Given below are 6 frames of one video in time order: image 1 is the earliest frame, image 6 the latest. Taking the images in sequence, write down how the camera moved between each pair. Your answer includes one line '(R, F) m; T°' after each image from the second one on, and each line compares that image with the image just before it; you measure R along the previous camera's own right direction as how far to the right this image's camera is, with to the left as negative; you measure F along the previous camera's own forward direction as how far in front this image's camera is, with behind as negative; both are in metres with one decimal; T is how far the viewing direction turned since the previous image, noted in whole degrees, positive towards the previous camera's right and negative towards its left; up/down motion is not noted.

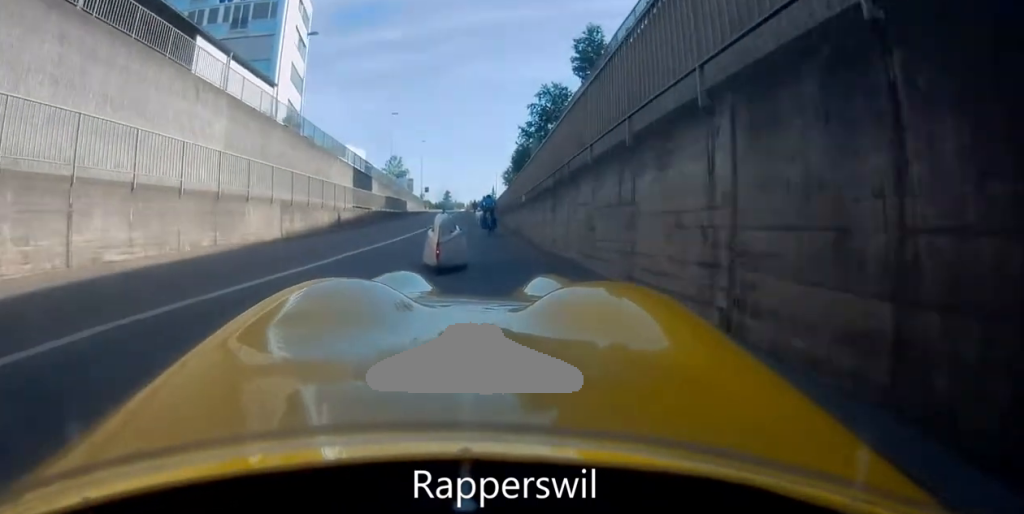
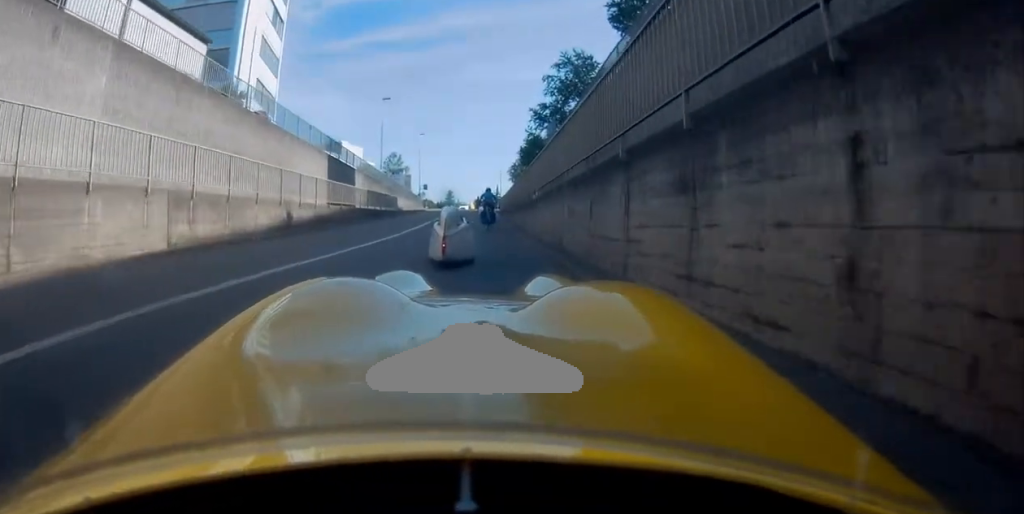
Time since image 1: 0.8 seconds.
(+0.2, +7.9) m; +1°
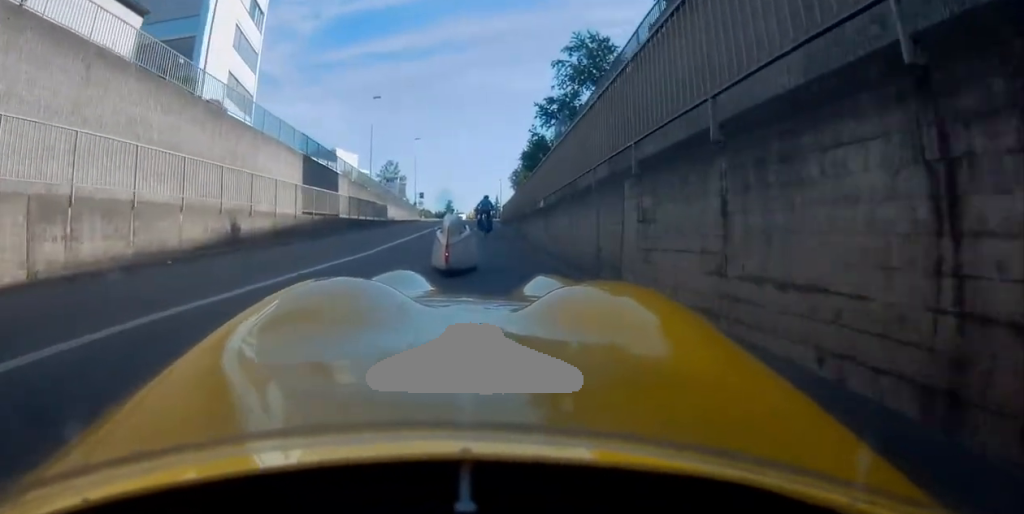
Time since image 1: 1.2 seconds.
(+0.1, +4.7) m; 0°
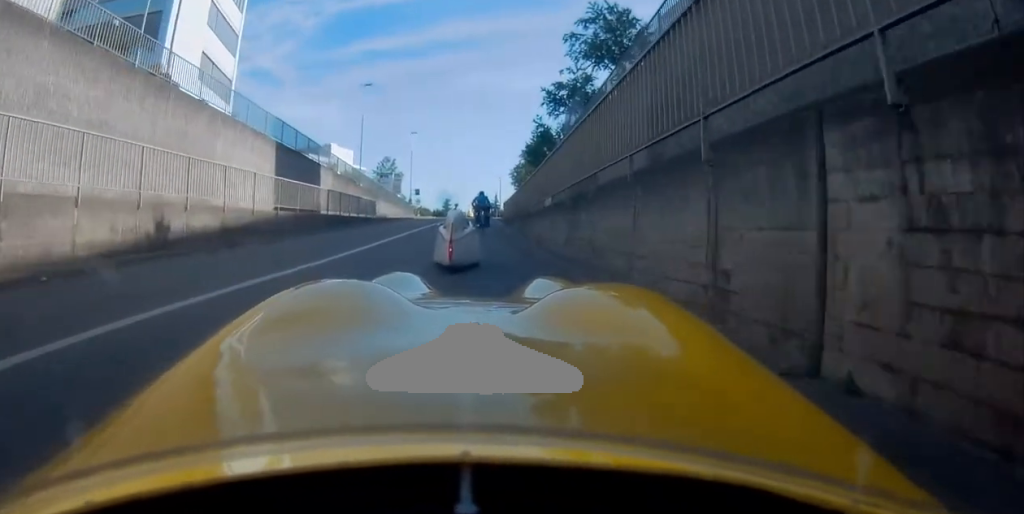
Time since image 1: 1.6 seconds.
(0.0, +3.9) m; -1°
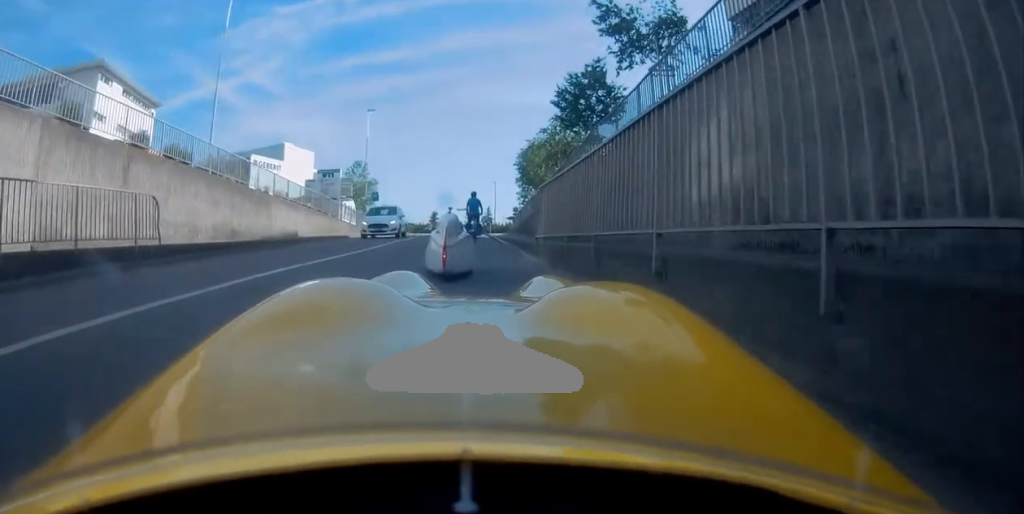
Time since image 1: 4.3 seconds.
(-1.8, +23.2) m; -8°
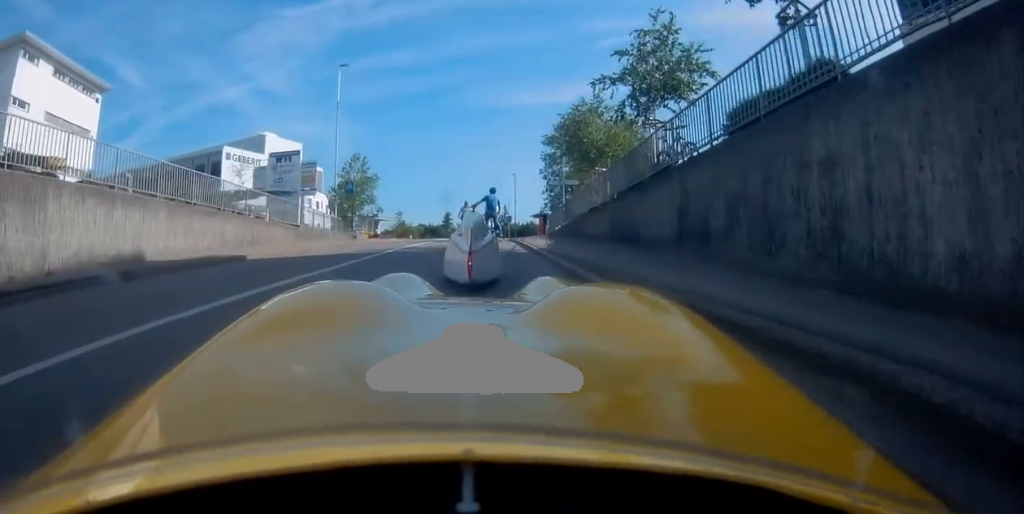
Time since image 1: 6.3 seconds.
(-0.1, +13.9) m; -2°
